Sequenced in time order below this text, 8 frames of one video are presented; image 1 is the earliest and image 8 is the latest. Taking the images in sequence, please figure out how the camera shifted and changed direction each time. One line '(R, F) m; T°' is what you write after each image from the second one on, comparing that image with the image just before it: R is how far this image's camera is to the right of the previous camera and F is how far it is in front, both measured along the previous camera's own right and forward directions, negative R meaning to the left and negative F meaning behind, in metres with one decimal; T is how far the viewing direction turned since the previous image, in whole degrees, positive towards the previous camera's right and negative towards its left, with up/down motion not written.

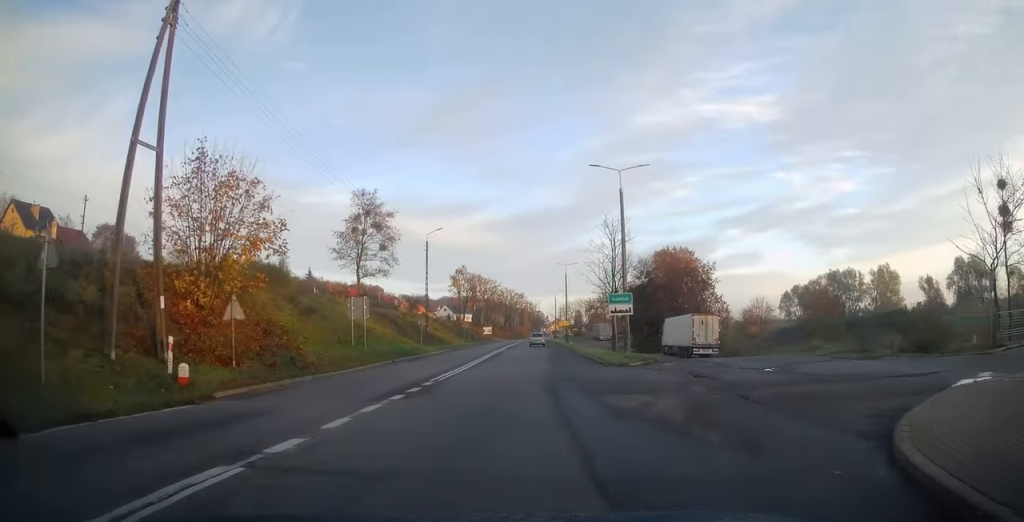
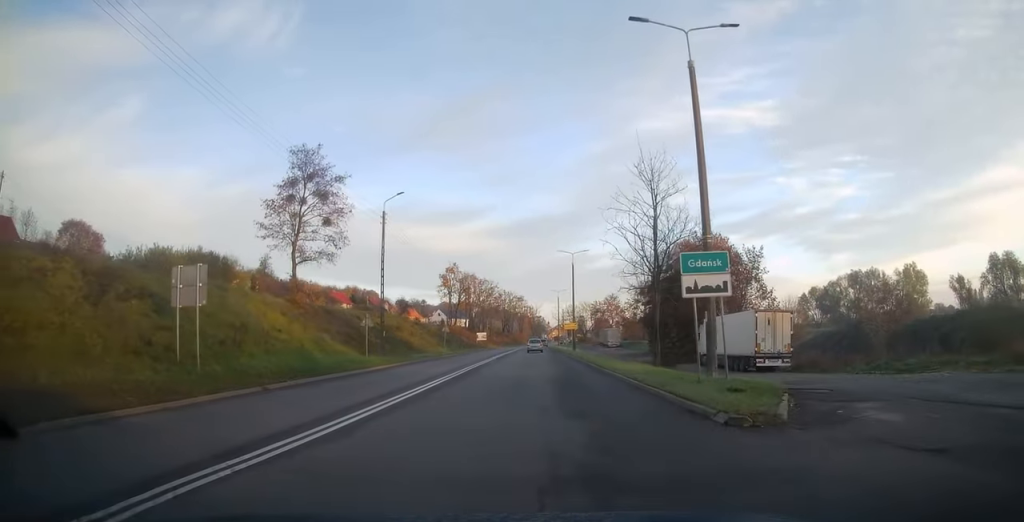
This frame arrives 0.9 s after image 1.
(+0.1, +16.2) m; 0°
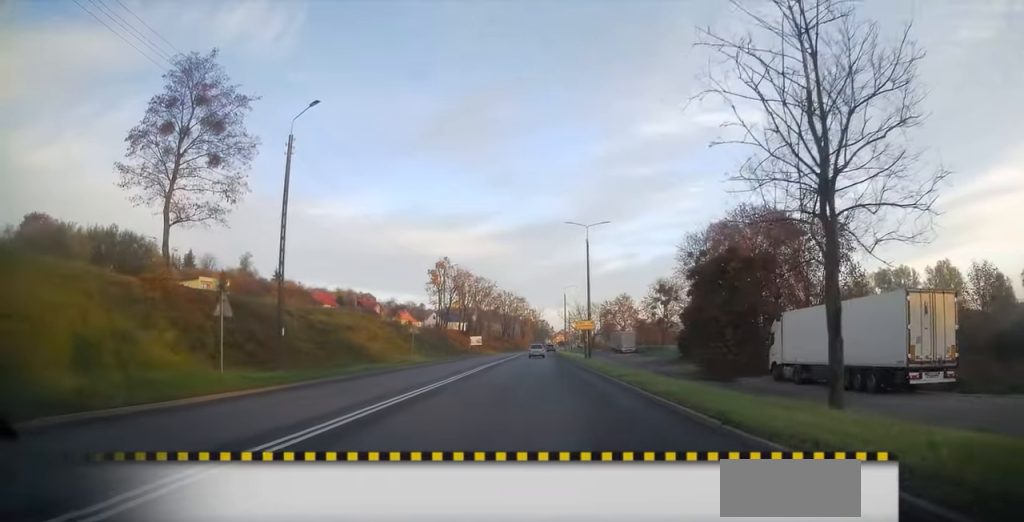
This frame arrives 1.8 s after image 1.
(0.0, +17.0) m; 0°
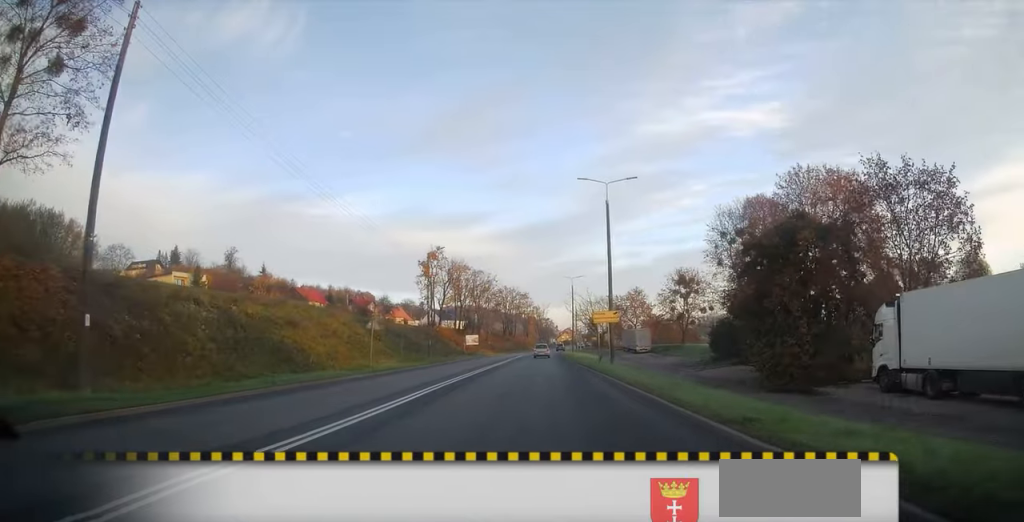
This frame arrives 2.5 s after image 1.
(0.0, +12.3) m; 0°
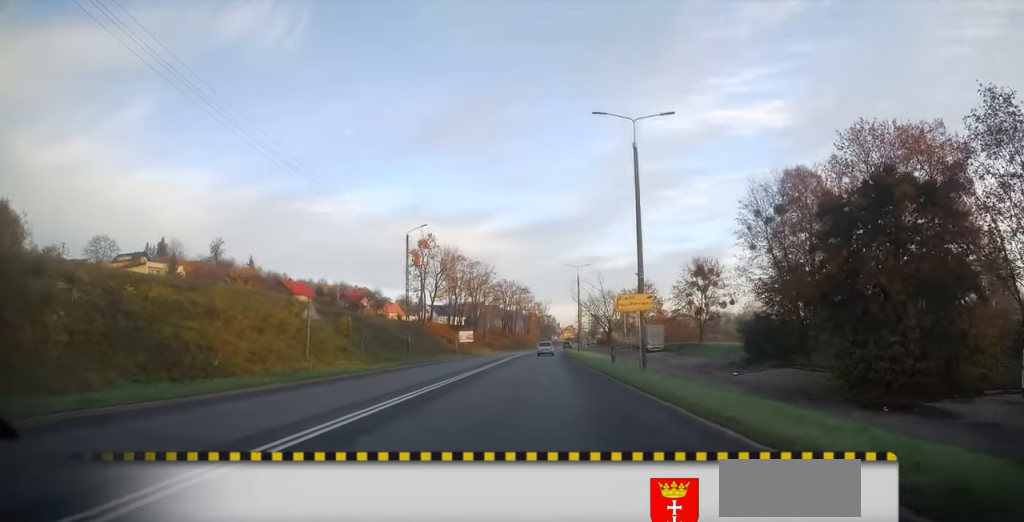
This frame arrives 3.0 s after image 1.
(0.0, +9.8) m; 0°
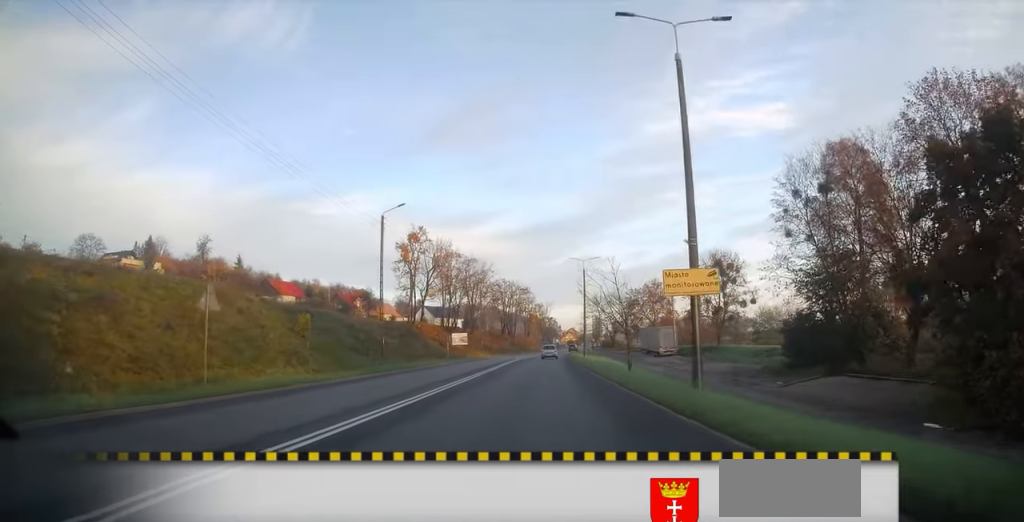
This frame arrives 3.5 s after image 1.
(-0.1, +8.2) m; 0°
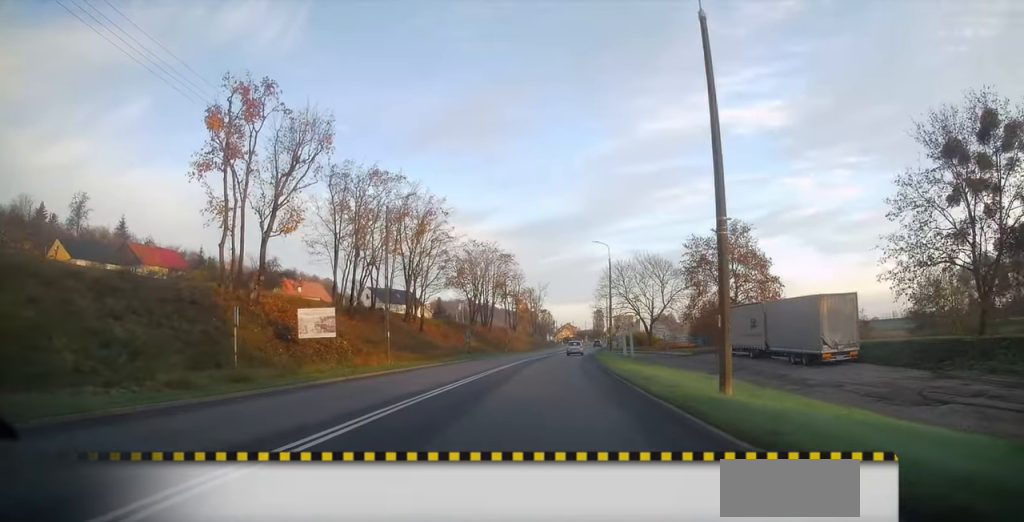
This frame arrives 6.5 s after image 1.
(-0.1, +50.3) m; 0°
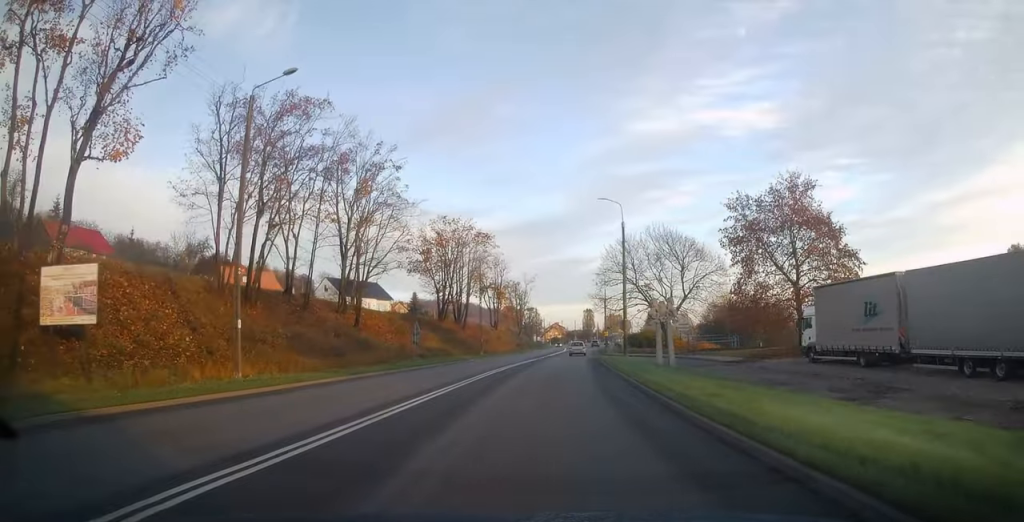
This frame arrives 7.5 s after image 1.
(+0.2, +17.8) m; +1°
